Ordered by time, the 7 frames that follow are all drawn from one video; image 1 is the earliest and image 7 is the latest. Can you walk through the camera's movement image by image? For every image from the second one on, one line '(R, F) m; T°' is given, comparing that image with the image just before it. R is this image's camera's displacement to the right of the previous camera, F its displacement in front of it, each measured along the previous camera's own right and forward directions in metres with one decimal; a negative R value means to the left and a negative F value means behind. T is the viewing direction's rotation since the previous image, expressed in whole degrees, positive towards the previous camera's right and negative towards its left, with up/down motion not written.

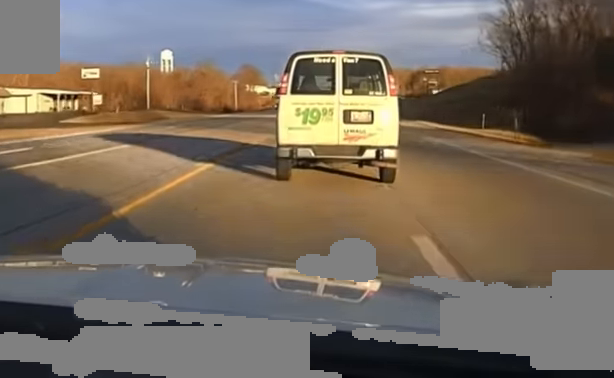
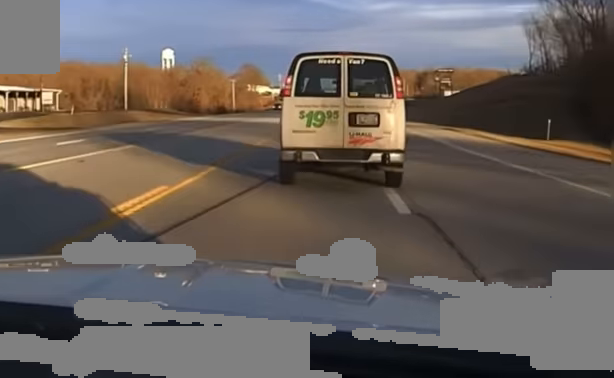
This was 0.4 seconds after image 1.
(0.0, +19.2) m; 0°
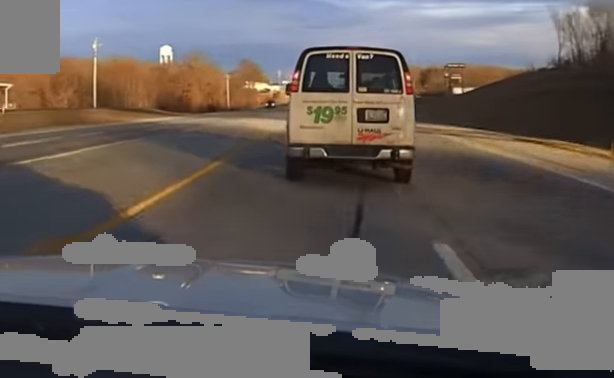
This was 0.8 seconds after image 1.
(0.0, +17.4) m; 0°
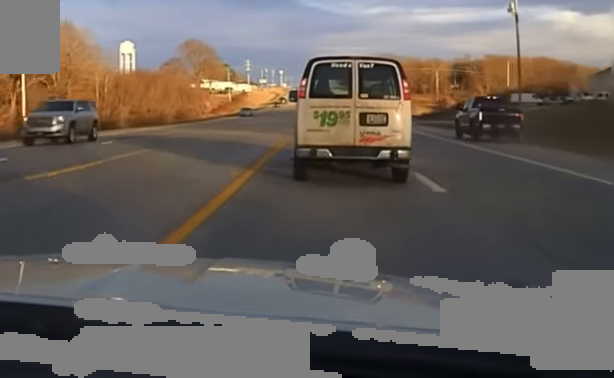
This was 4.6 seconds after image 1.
(-0.5, +161.1) m; 0°
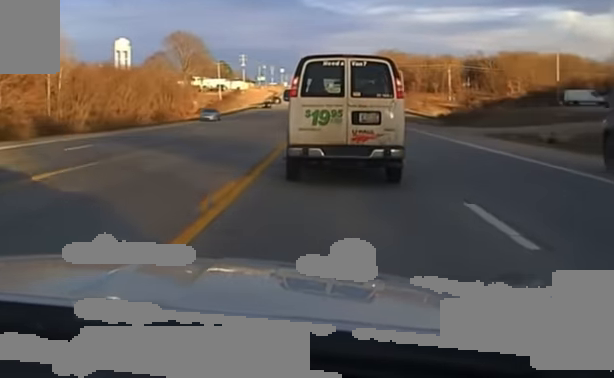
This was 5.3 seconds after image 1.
(+0.2, +29.0) m; 0°
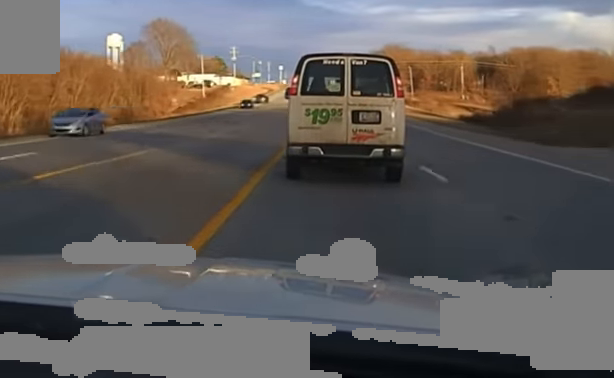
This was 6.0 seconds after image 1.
(-0.2, +29.2) m; -1°
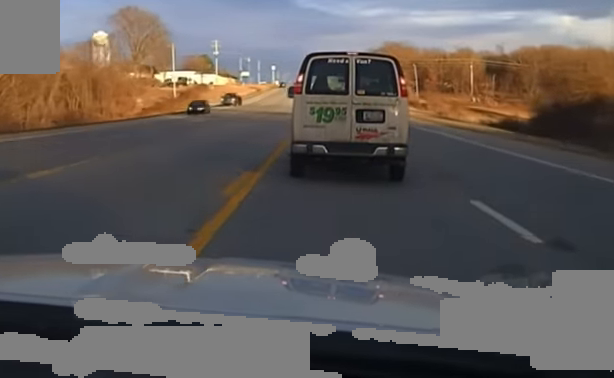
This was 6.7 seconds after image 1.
(-0.4, +30.8) m; 0°
